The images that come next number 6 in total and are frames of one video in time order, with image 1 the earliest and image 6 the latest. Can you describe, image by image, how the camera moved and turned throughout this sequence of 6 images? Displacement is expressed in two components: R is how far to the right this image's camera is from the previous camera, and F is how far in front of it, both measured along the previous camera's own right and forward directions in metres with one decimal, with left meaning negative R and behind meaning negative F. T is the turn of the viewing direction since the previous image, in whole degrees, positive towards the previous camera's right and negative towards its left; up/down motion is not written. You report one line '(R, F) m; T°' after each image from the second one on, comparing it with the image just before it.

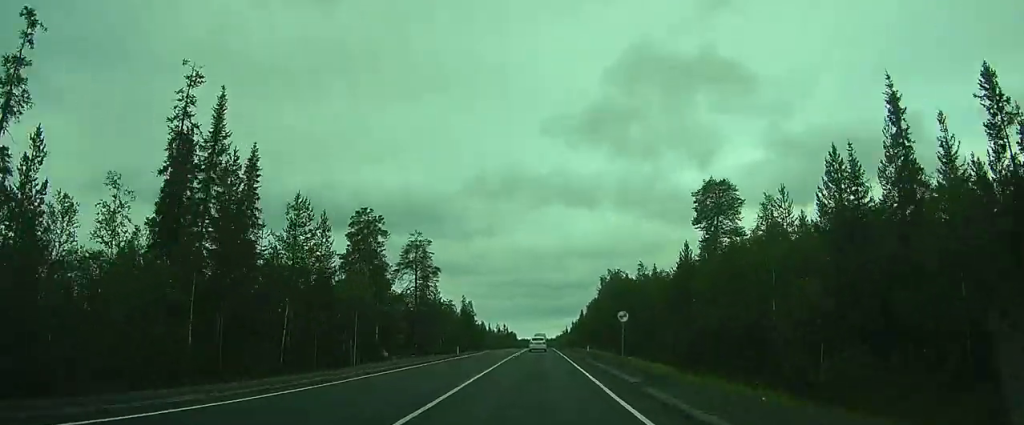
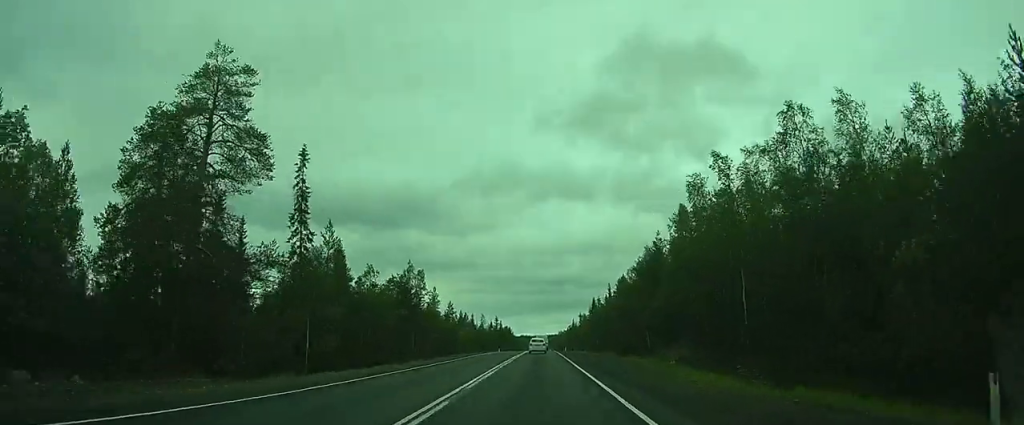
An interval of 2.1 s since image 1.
(-1.1, +49.4) m; 0°
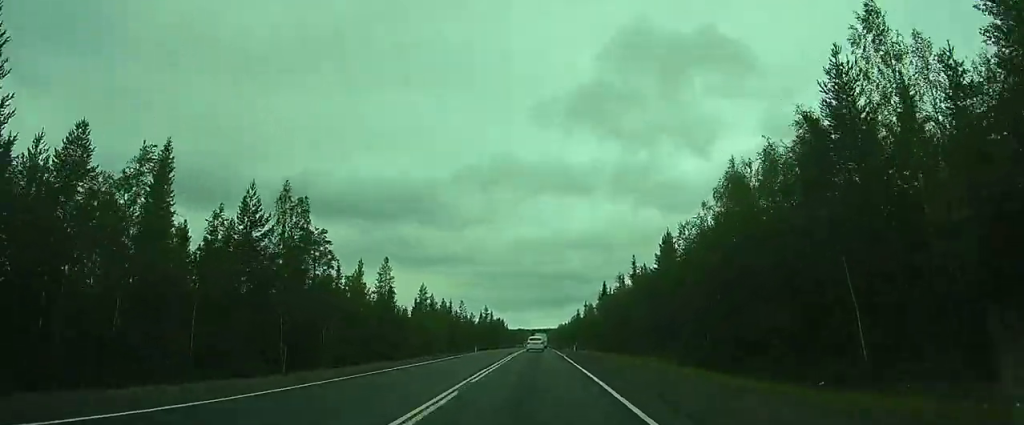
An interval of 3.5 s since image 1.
(+1.7, +34.0) m; +5°
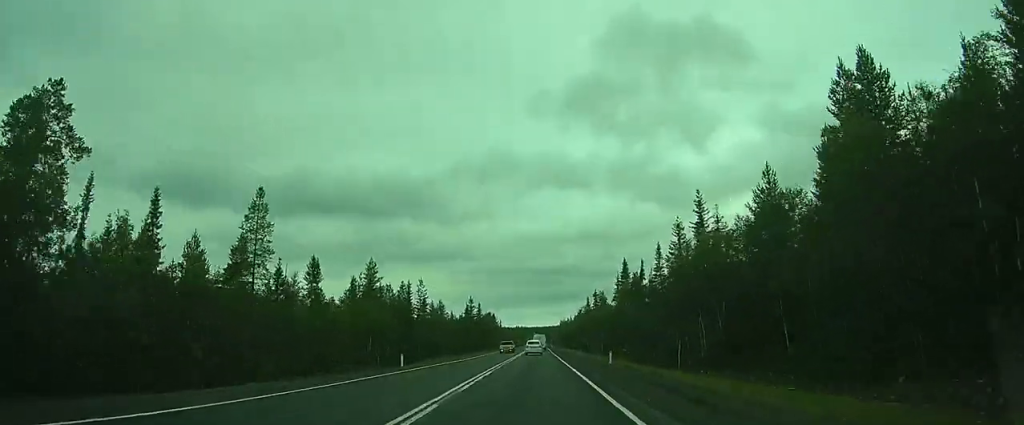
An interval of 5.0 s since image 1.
(-0.4, +36.8) m; -2°
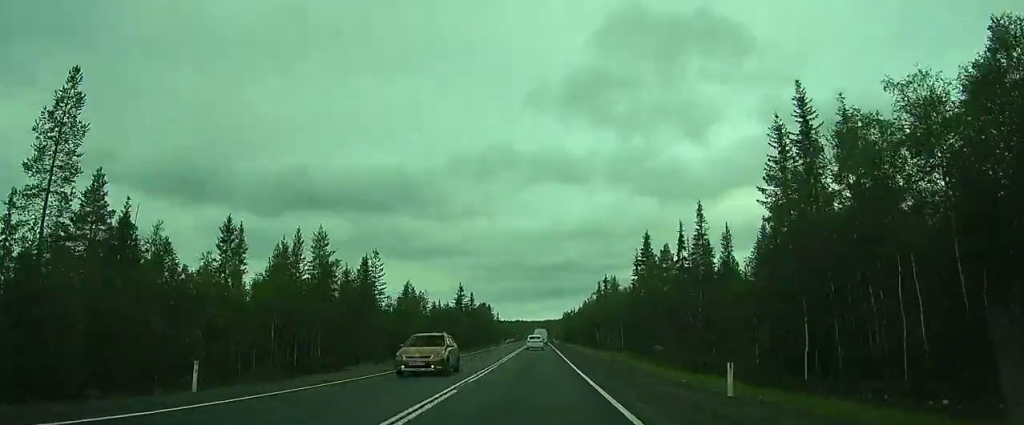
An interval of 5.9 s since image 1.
(-0.3, +21.0) m; -1°
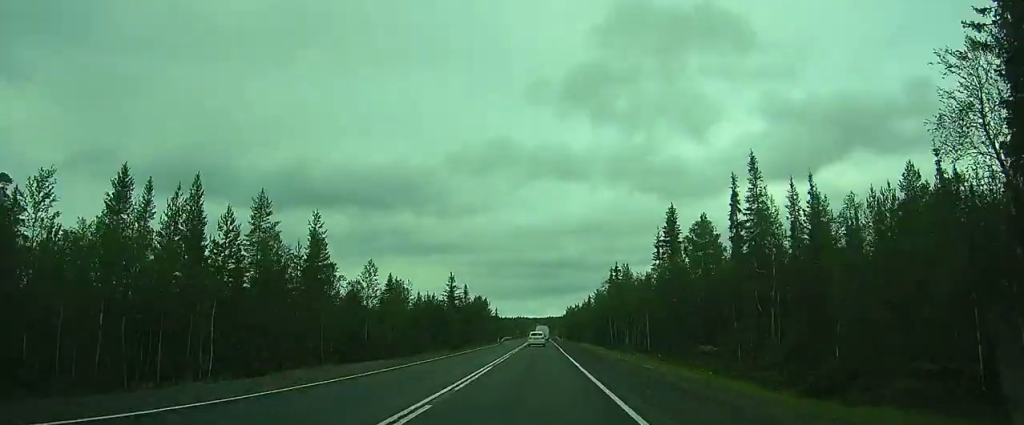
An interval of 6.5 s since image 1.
(+0.1, +15.3) m; 0°
